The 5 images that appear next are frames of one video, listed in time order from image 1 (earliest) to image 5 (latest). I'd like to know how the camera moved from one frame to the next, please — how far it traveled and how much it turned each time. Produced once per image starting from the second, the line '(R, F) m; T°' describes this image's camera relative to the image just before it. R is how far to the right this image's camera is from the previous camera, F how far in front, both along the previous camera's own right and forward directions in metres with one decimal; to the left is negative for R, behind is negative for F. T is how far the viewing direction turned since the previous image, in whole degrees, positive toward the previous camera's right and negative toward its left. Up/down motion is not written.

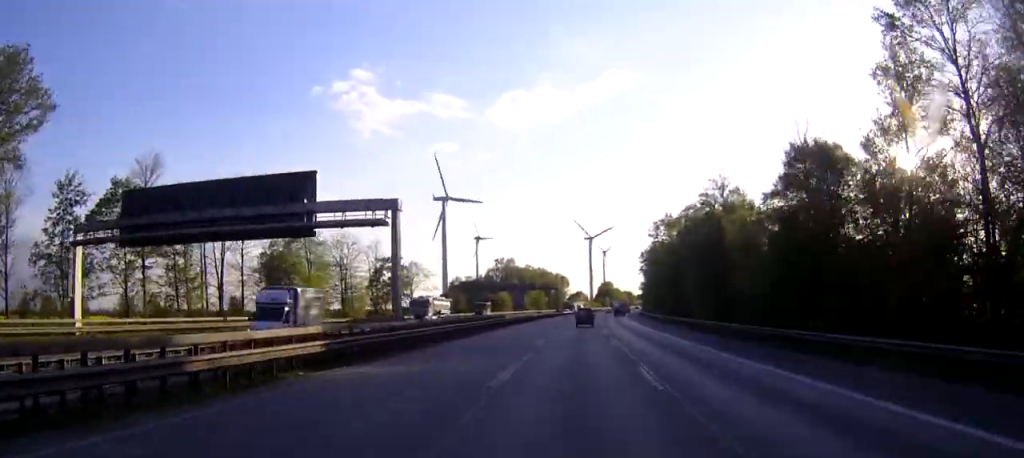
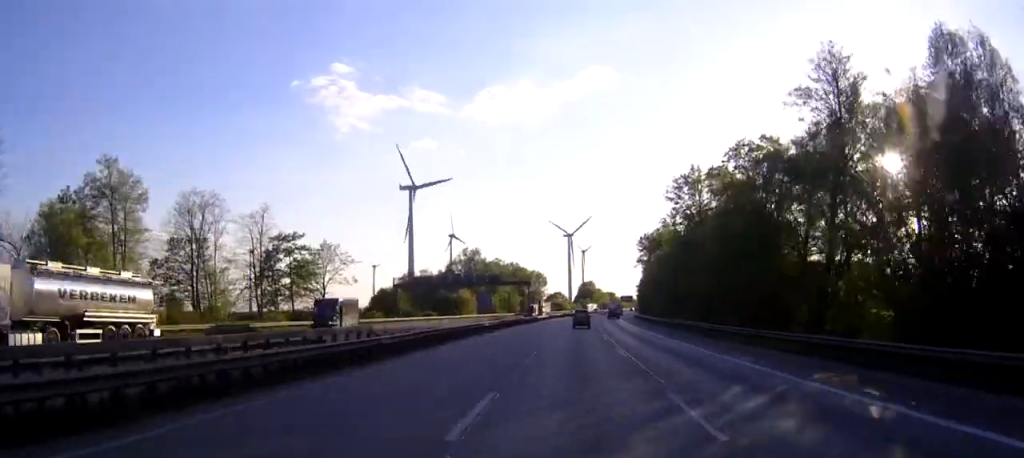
(+0.7, +41.7) m; +2°
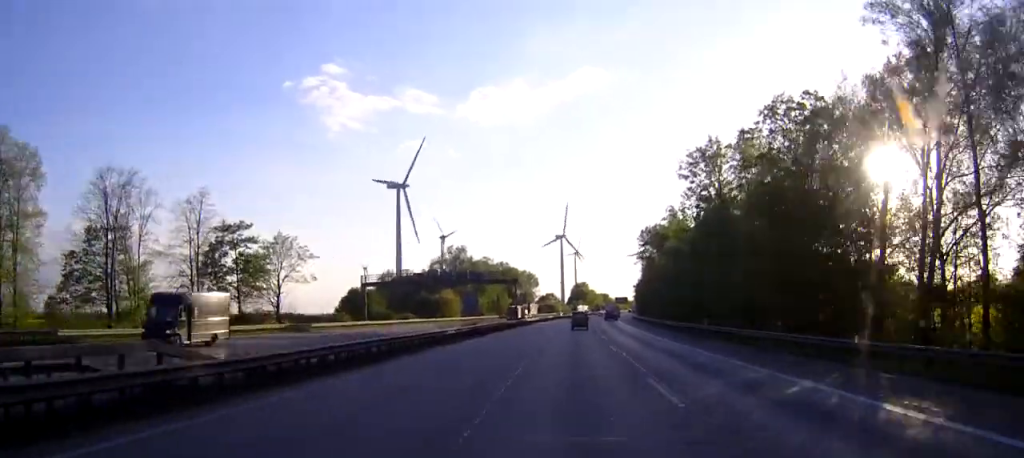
(+0.1, +14.2) m; 0°
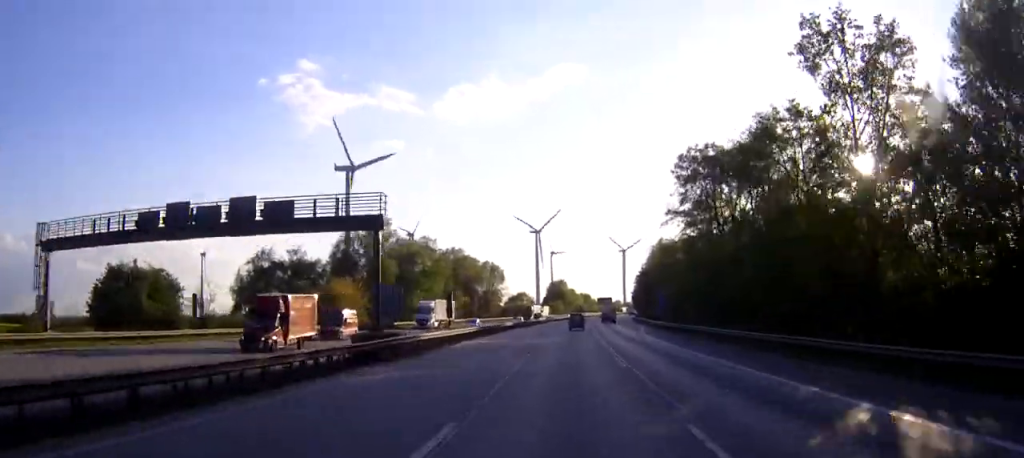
(+0.8, +62.1) m; +1°
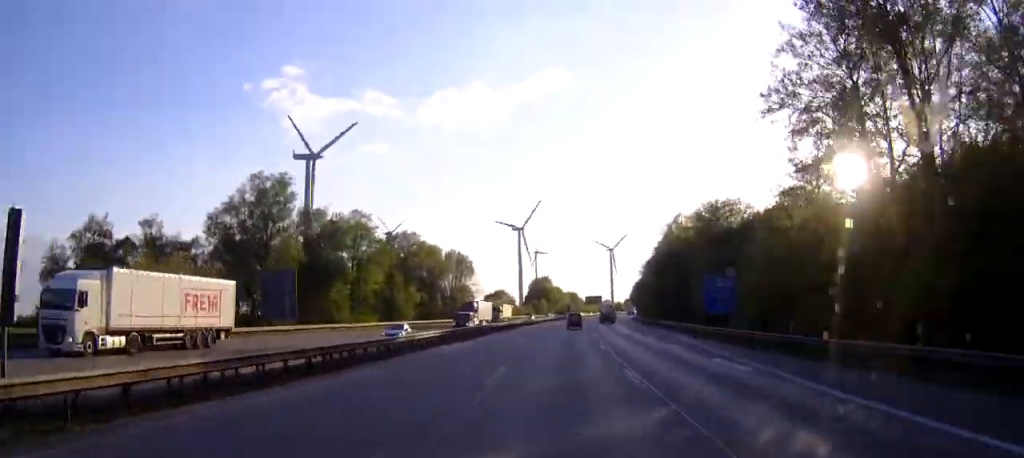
(+0.4, +41.9) m; +1°
